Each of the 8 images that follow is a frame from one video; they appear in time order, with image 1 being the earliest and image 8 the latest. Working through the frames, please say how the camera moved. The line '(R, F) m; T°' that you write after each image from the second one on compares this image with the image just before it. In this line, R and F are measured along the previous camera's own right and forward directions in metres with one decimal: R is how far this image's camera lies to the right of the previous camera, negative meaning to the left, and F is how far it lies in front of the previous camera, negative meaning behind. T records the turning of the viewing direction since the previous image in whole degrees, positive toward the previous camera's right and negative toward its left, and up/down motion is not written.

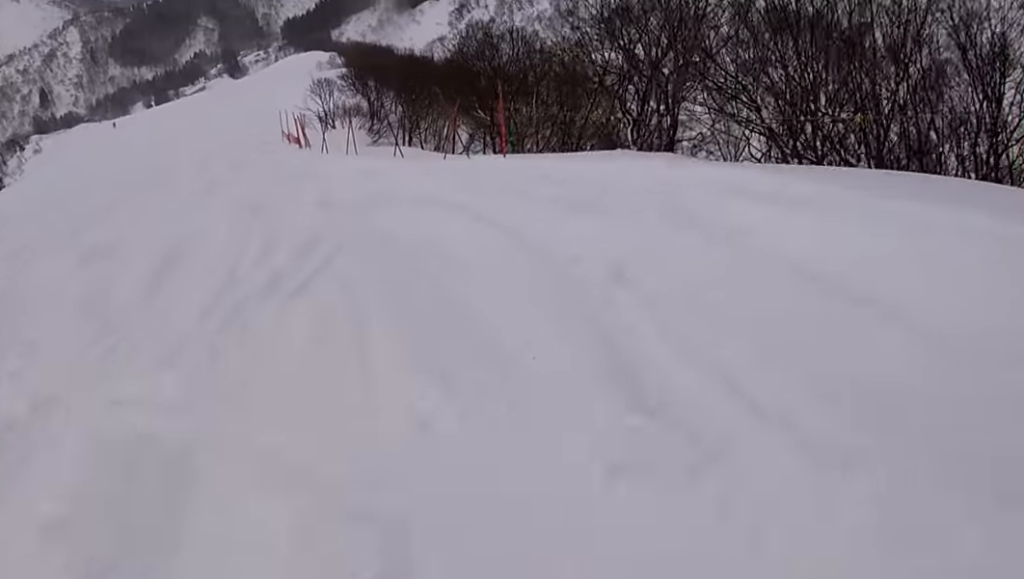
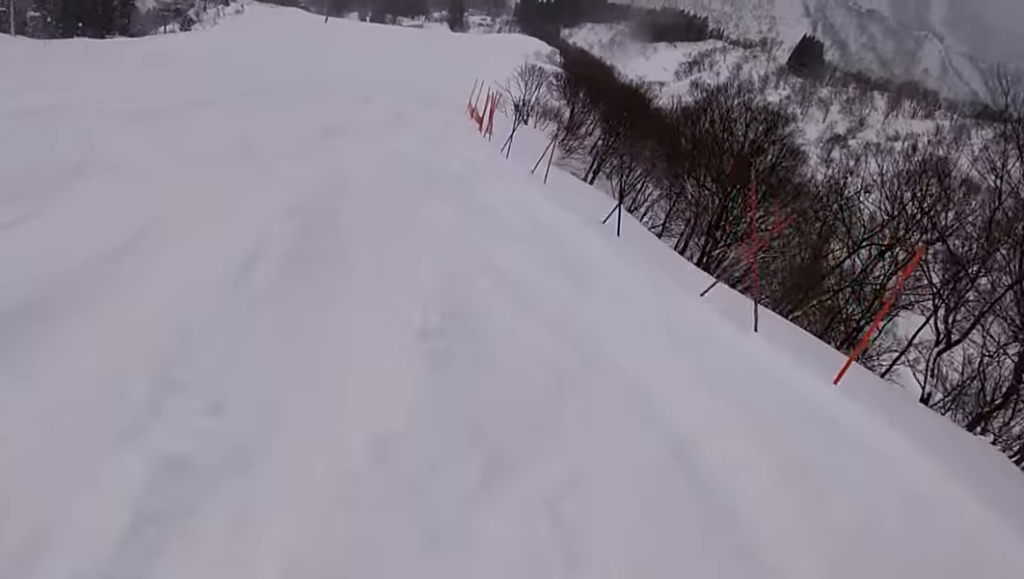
(-0.4, +5.3) m; -4°
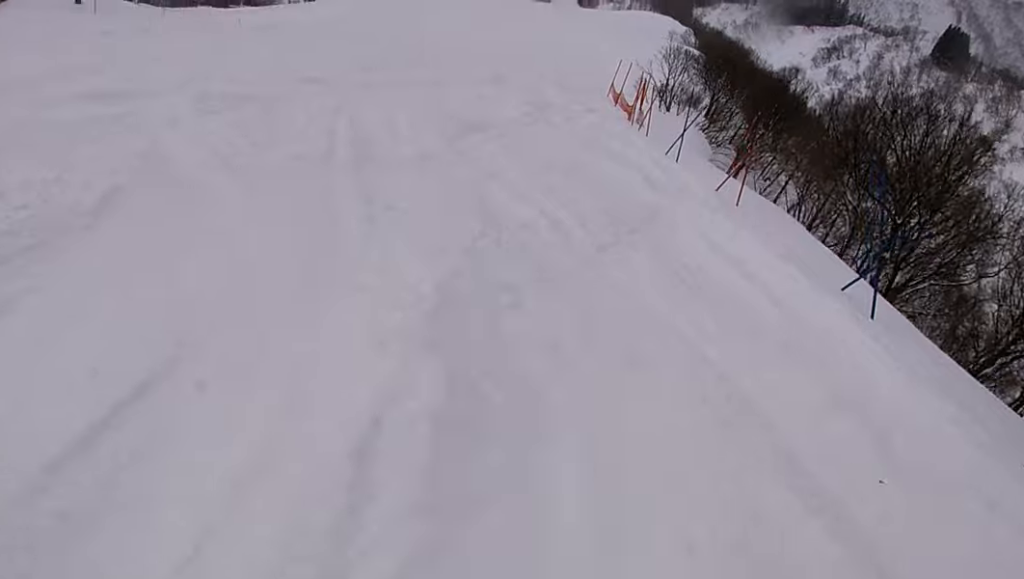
(0.0, +2.4) m; 0°
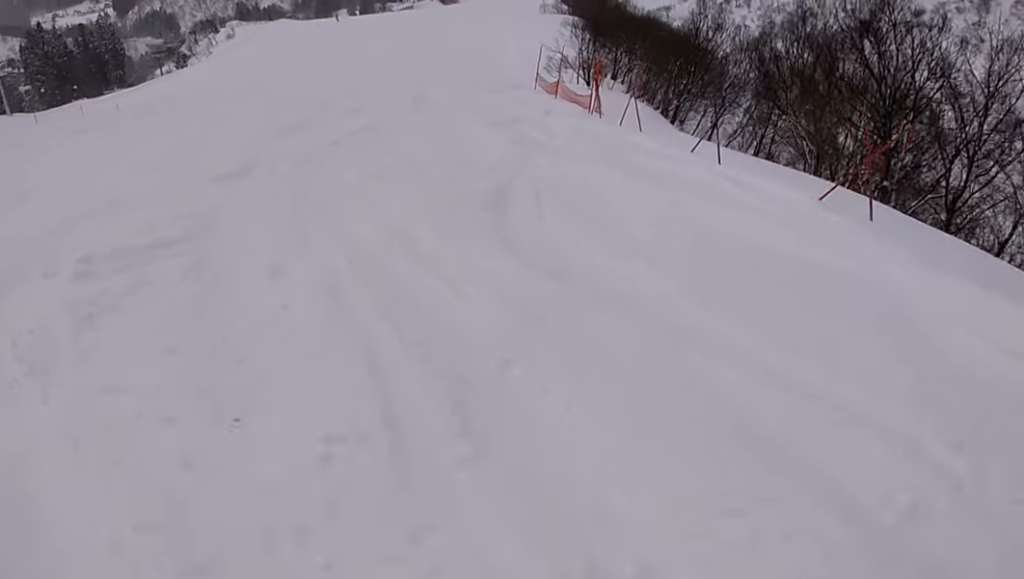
(0.0, +3.8) m; +9°
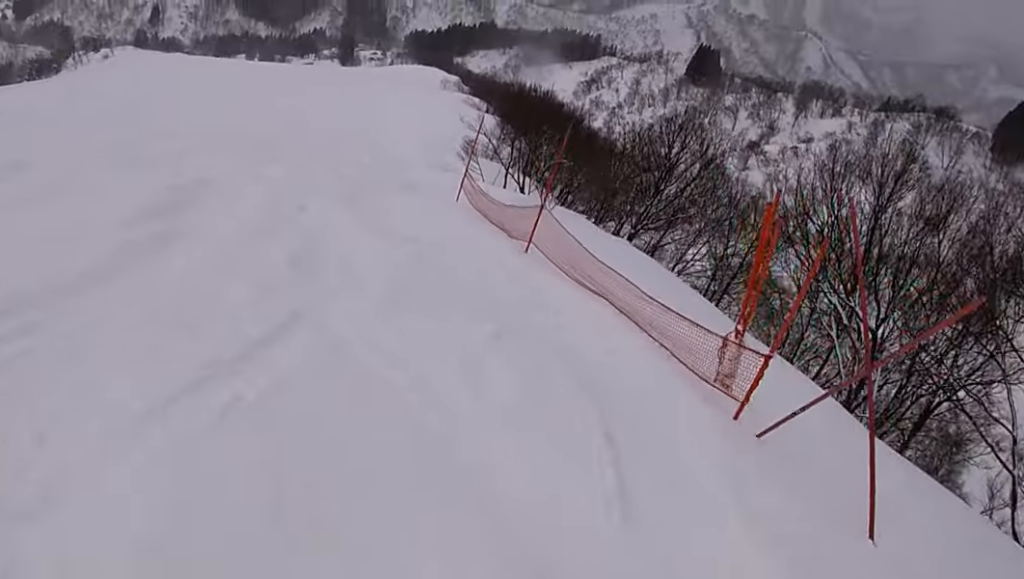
(+3.4, +14.4) m; +5°
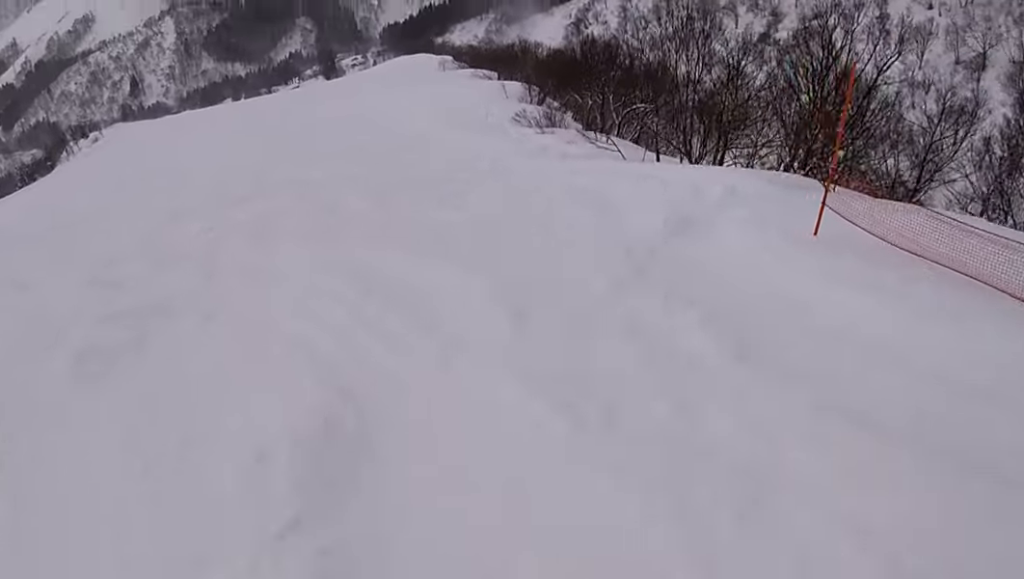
(-1.2, +8.1) m; -2°
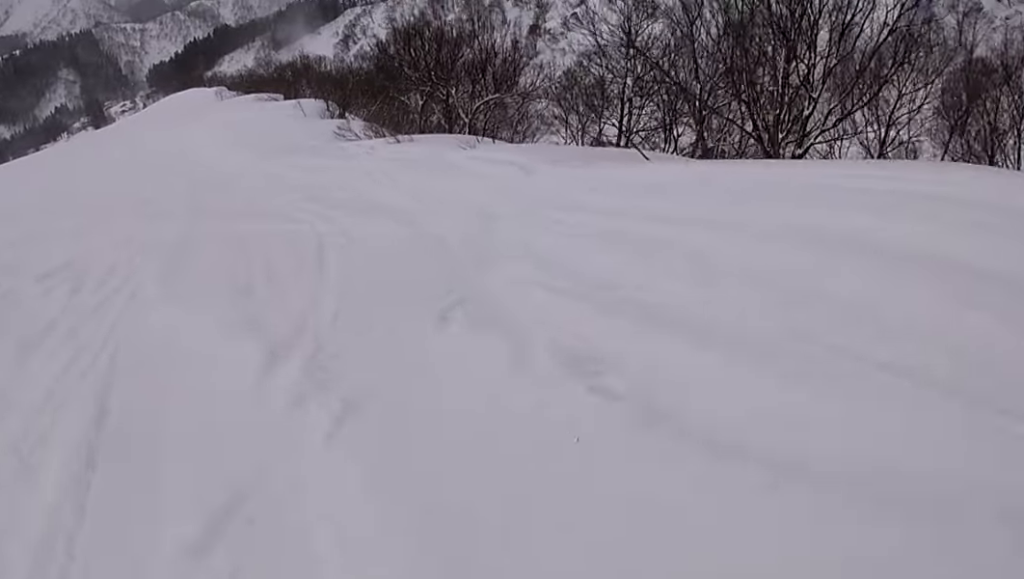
(+1.7, +9.8) m; +16°
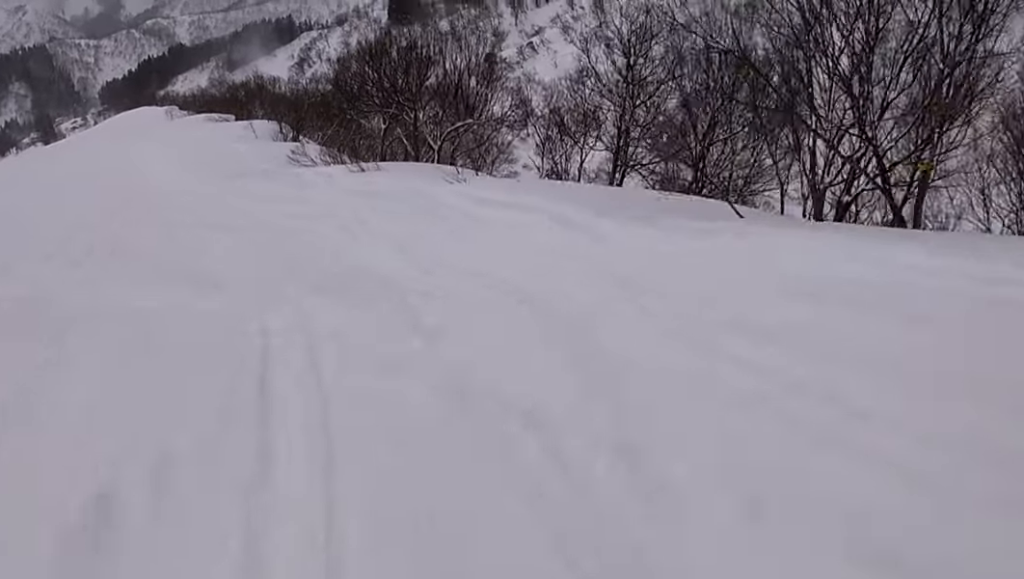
(+0.4, +3.8) m; +2°
